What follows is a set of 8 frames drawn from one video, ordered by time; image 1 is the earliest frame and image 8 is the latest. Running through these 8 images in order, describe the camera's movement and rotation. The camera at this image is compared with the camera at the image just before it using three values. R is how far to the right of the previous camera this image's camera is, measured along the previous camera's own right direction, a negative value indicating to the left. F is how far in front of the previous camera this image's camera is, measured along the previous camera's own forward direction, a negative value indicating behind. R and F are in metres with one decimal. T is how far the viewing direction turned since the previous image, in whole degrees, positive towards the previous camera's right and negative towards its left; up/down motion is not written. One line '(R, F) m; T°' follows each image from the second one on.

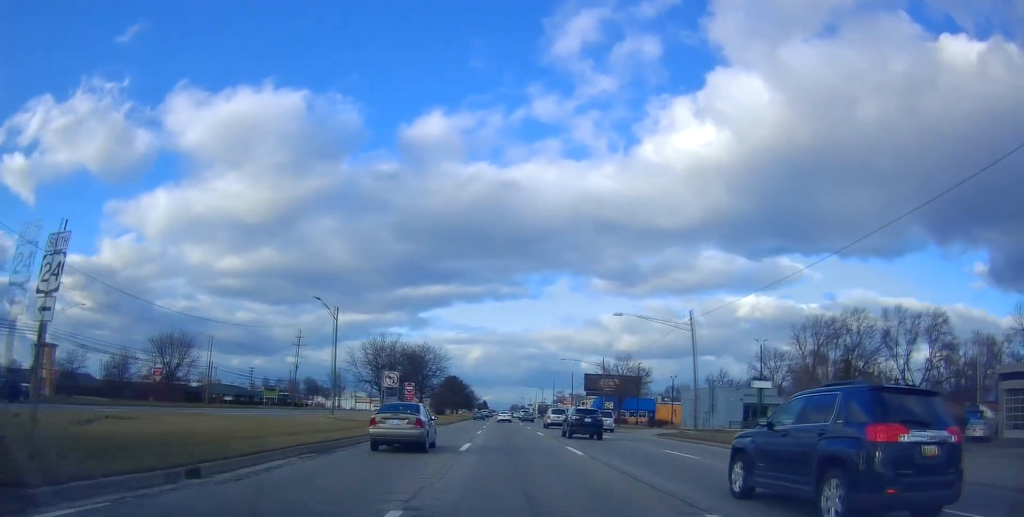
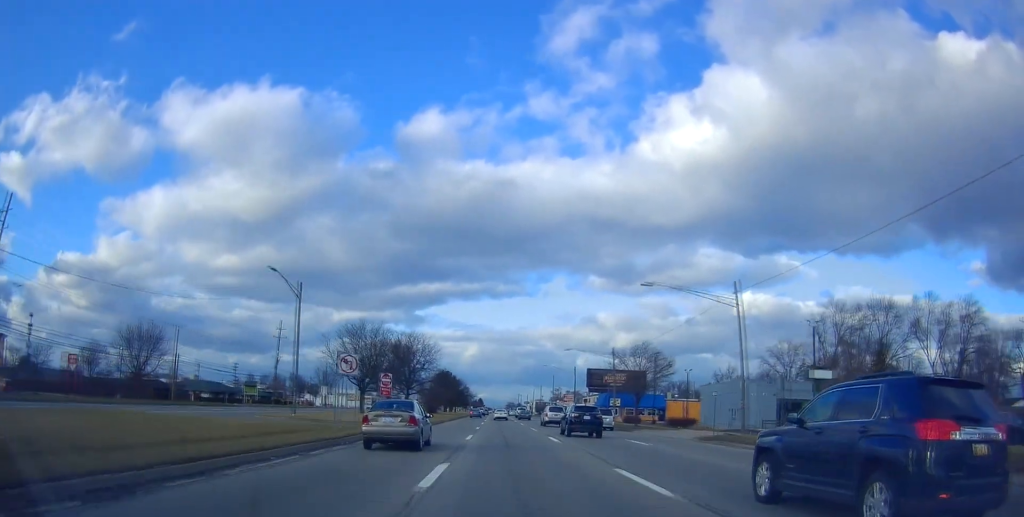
(0.0, +10.0) m; +1°
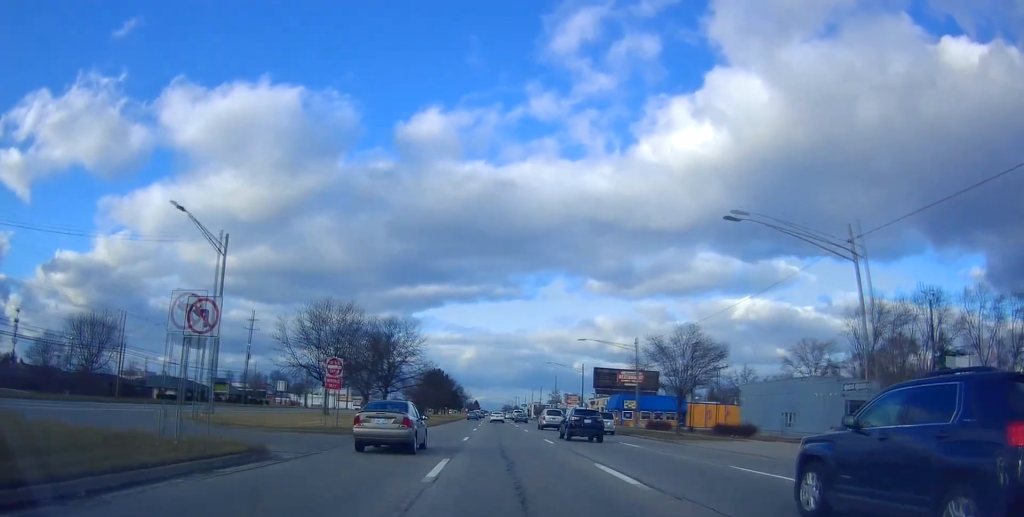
(+0.2, +13.8) m; +1°
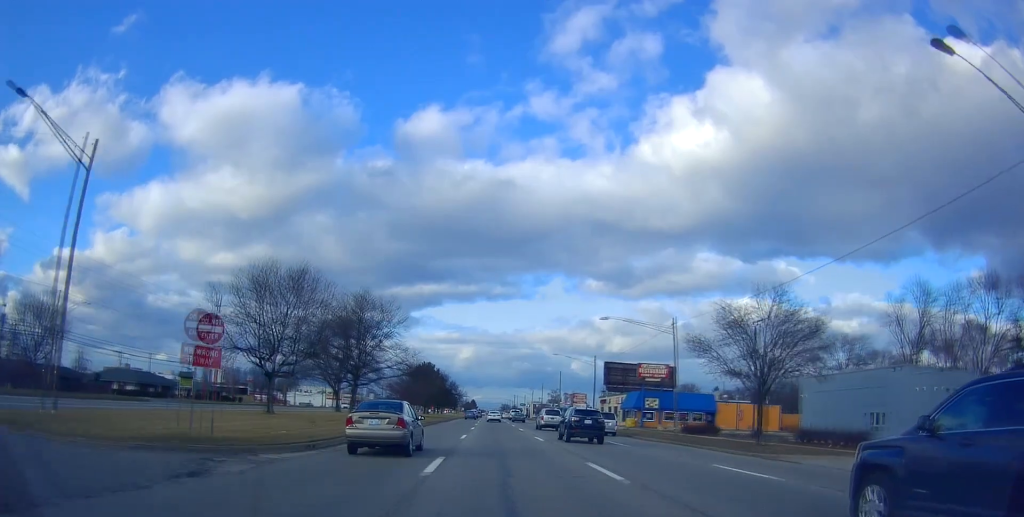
(+0.1, +13.9) m; +1°
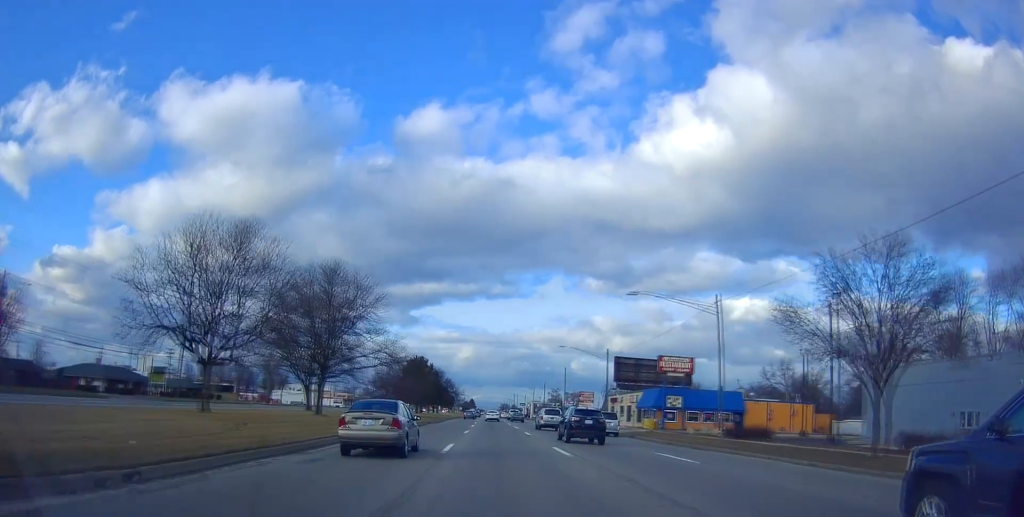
(+0.2, +9.9) m; 0°
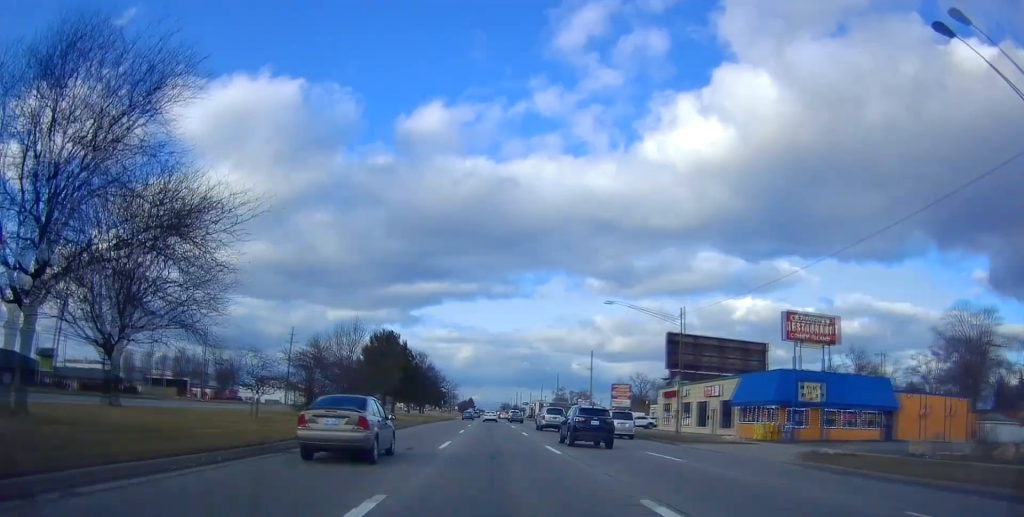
(+0.3, +29.8) m; +1°
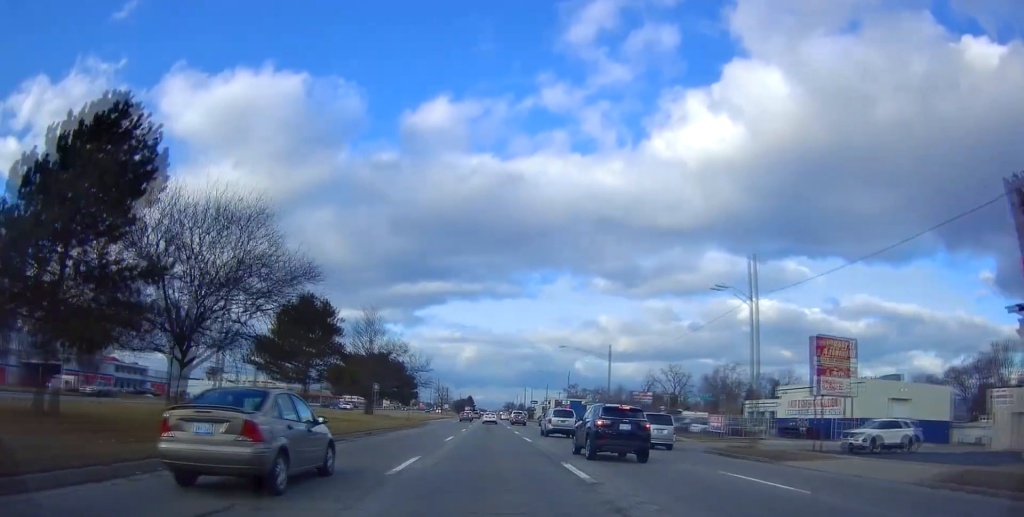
(0.0, +53.0) m; 0°
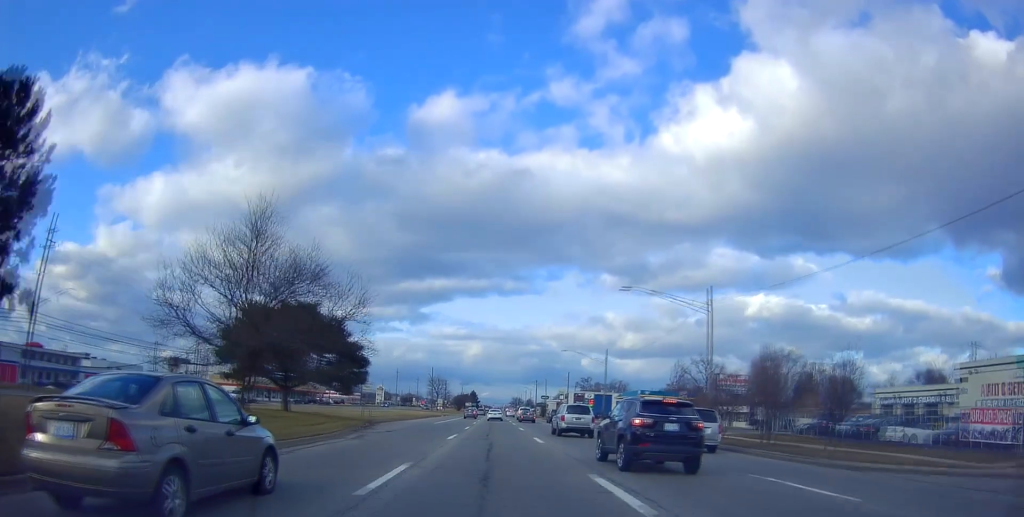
(-0.7, +32.6) m; -2°
